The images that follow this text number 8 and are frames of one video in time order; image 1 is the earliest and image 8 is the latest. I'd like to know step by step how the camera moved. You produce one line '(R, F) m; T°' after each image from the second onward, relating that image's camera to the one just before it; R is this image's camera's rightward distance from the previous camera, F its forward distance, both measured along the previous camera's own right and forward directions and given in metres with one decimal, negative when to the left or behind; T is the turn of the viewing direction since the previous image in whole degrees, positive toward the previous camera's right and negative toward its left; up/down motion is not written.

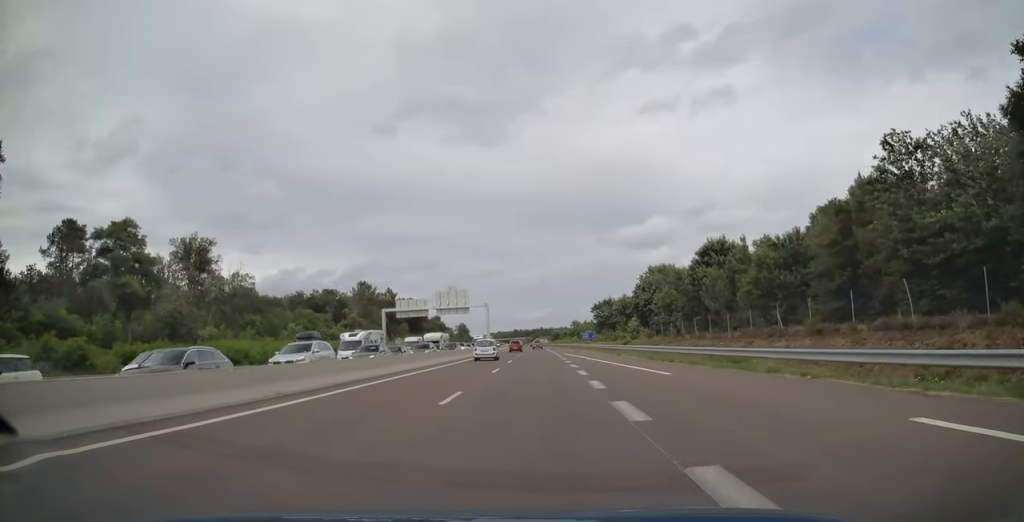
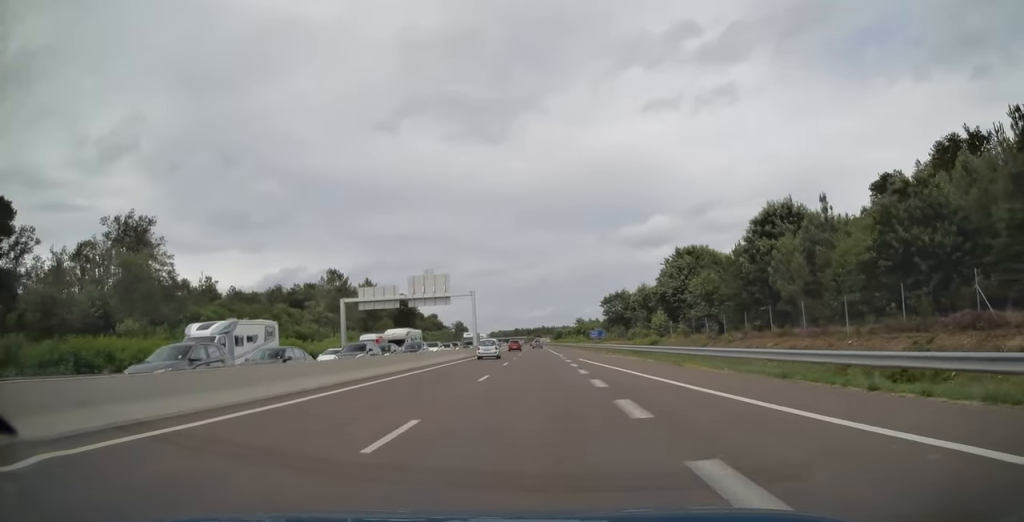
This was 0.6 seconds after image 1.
(-0.1, +19.4) m; 0°
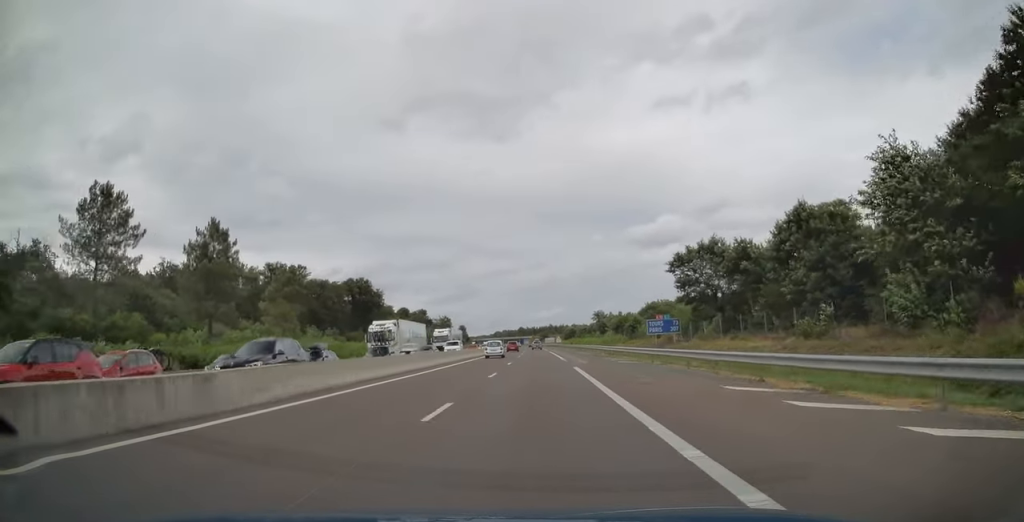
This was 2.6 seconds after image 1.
(-0.3, +63.6) m; -1°
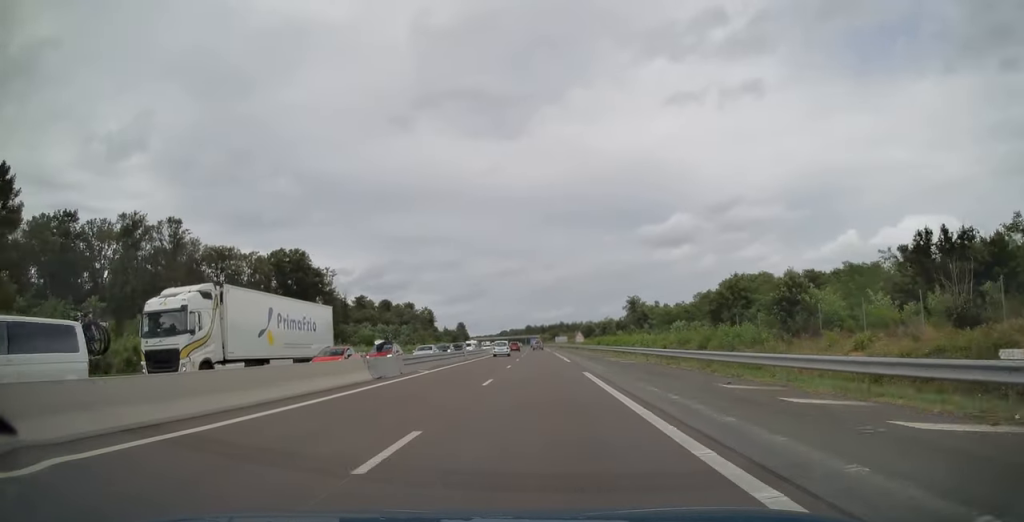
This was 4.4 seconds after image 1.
(-0.3, +57.6) m; -1°
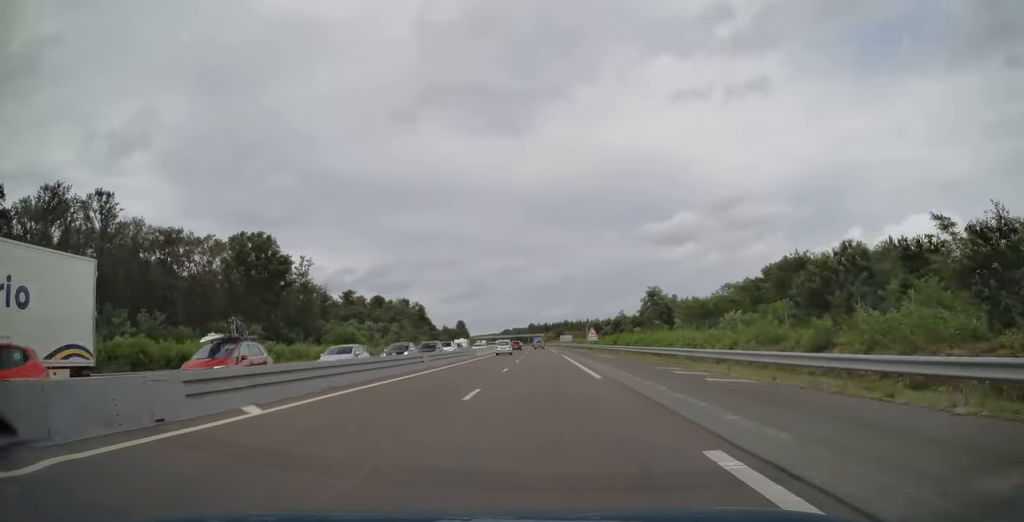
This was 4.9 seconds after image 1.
(0.0, +18.8) m; 0°
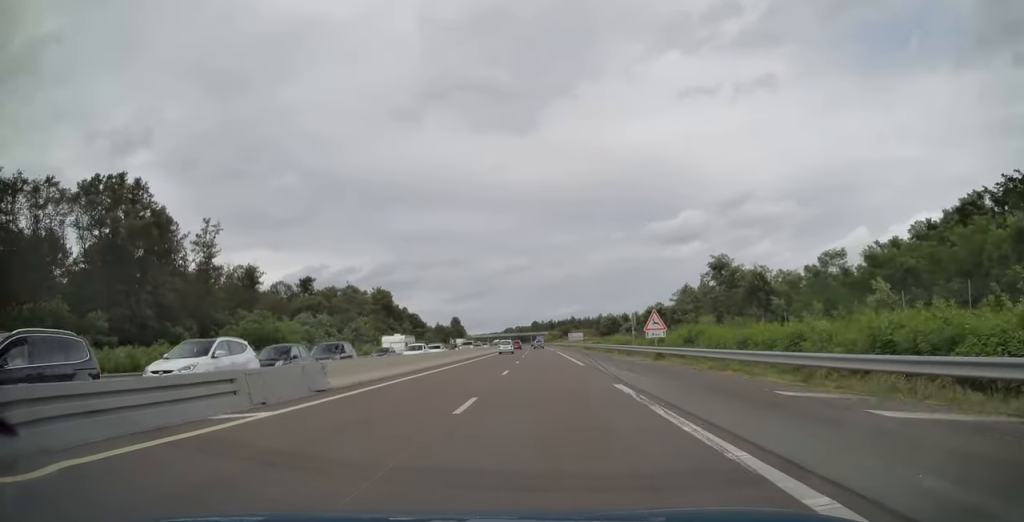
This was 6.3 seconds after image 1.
(-0.2, +42.6) m; 0°
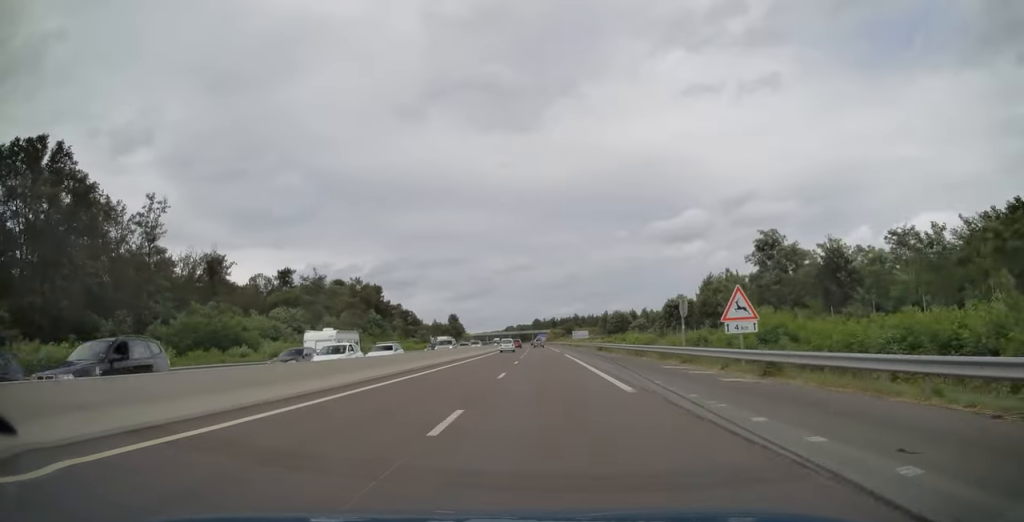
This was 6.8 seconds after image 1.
(+0.1, +16.1) m; 0°
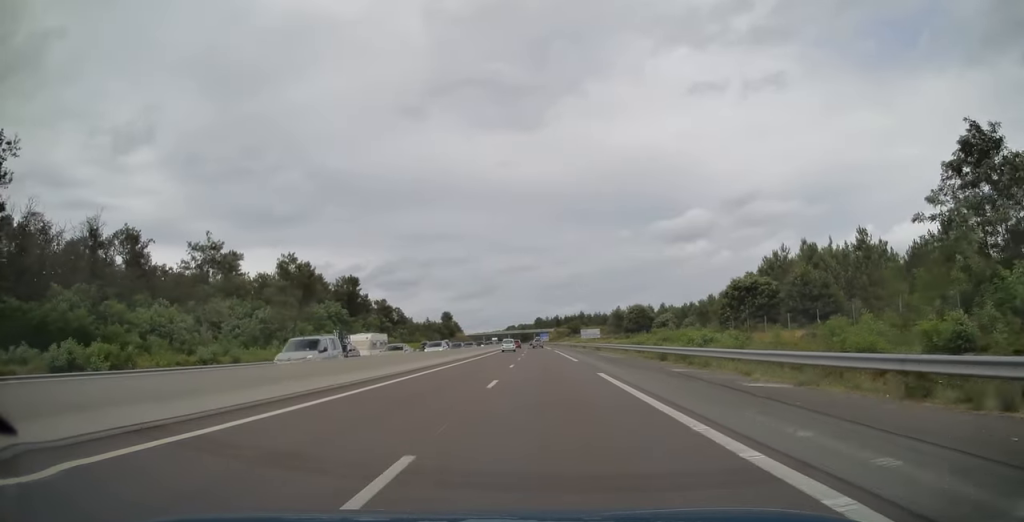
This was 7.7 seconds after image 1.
(-0.3, +31.3) m; -1°
